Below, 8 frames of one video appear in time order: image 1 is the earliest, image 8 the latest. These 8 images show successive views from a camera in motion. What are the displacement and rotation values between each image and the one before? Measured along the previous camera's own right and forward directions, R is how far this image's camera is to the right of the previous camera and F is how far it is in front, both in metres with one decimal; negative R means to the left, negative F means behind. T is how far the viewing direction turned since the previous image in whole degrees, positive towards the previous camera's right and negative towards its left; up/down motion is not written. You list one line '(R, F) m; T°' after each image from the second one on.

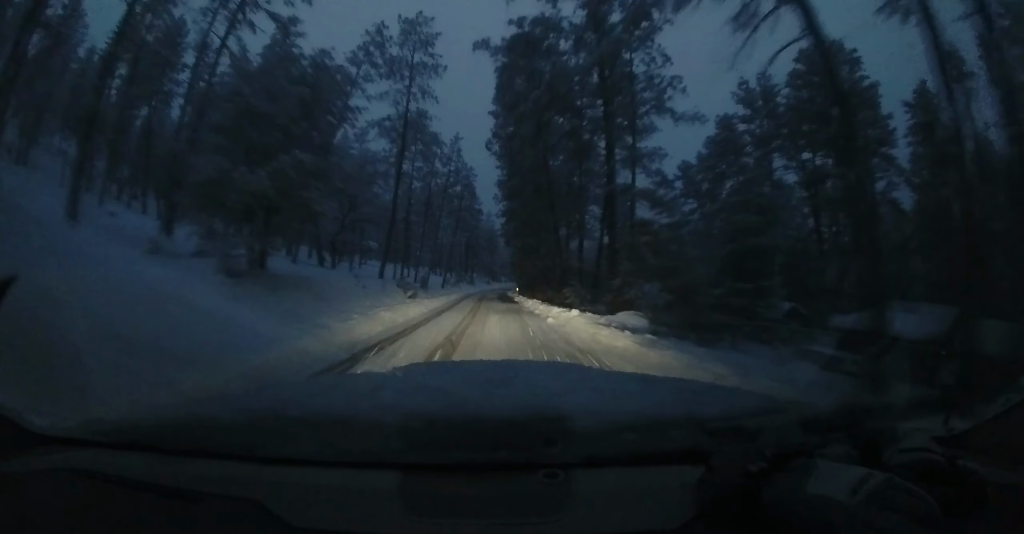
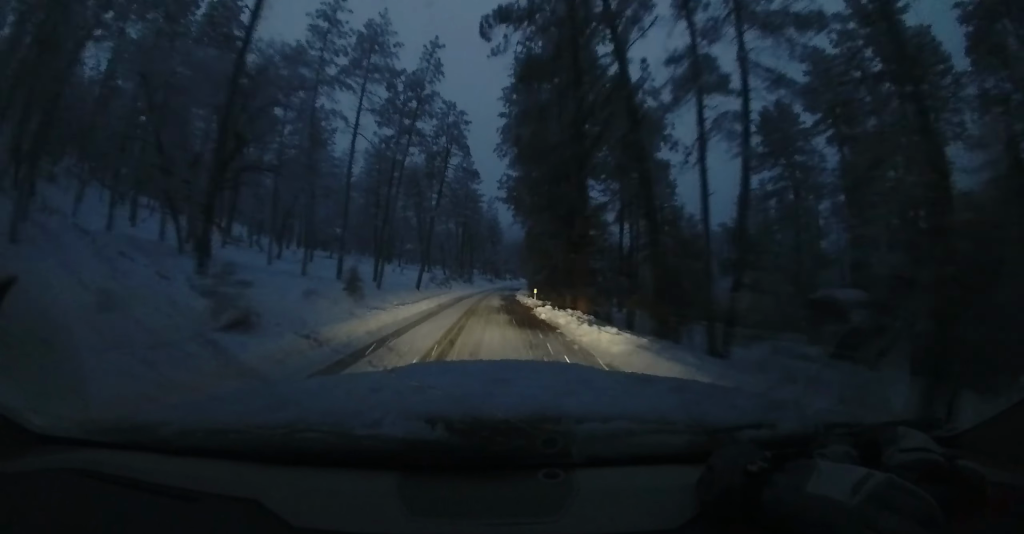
(+0.9, +17.7) m; +2°
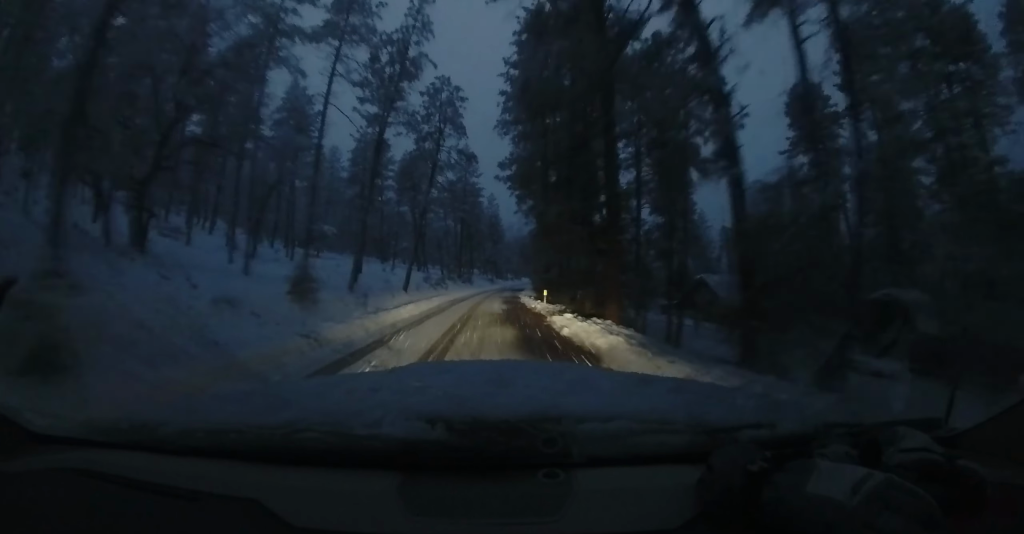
(-0.1, +5.2) m; -1°
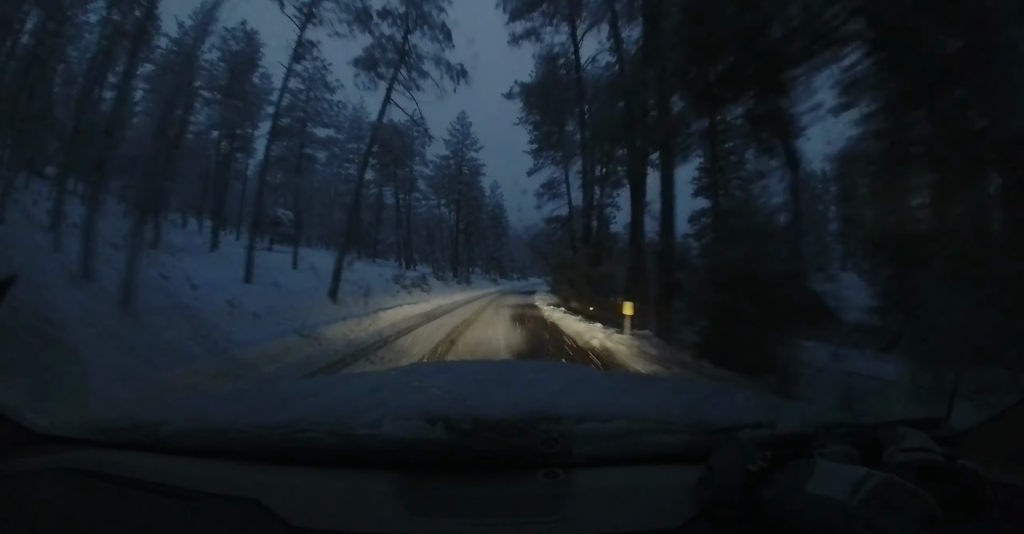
(0.0, +12.7) m; -2°
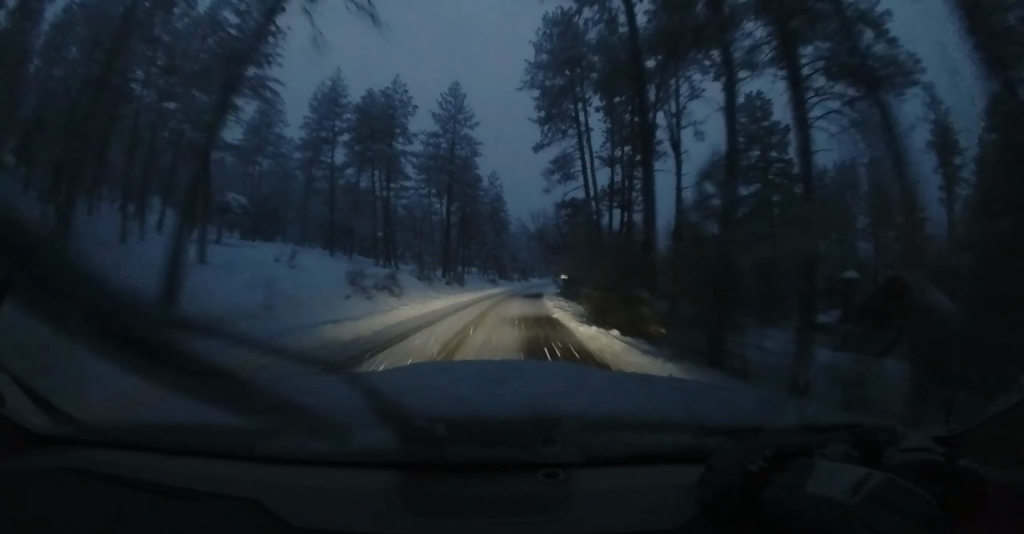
(-0.2, +8.4) m; +1°
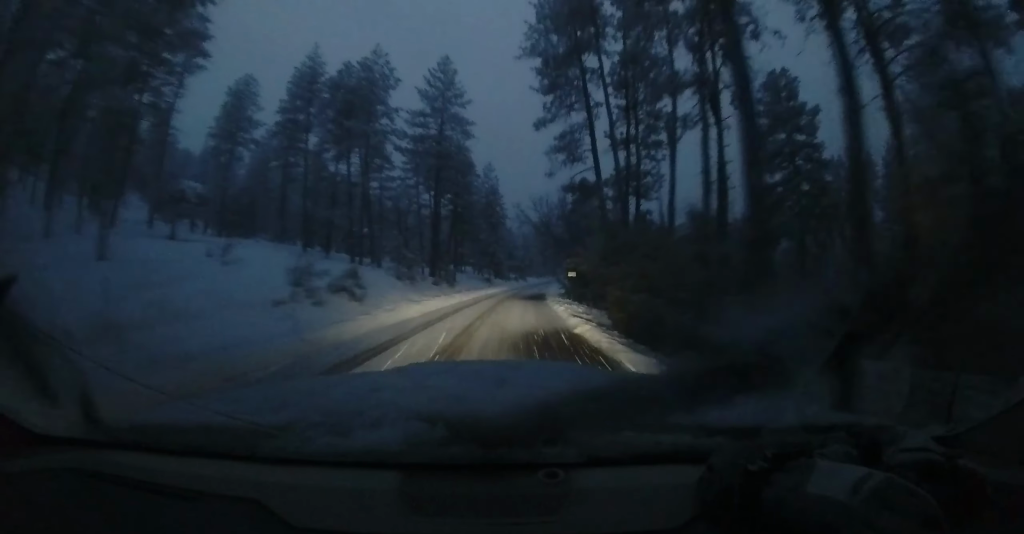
(0.0, +4.9) m; +1°
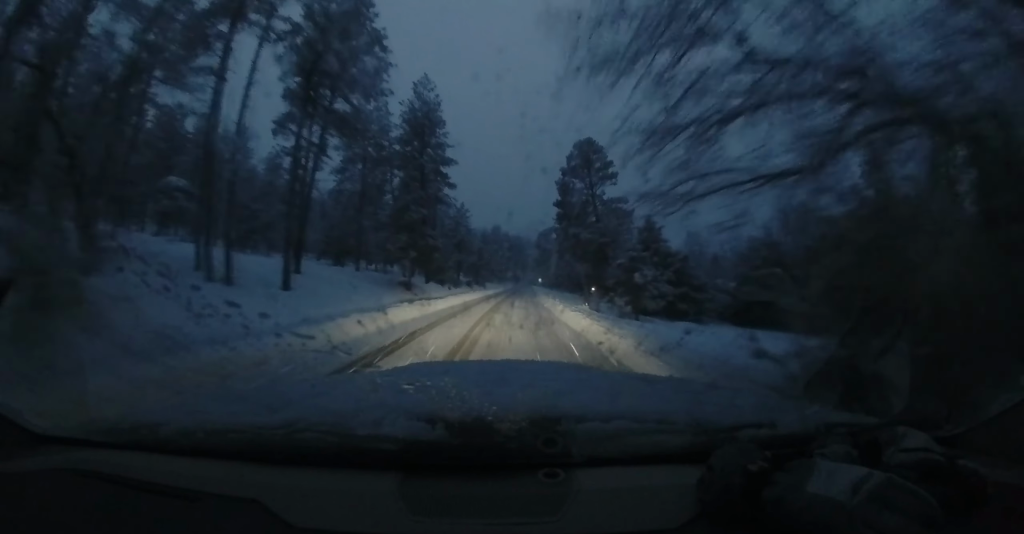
(+3.1, +33.4) m; +10°
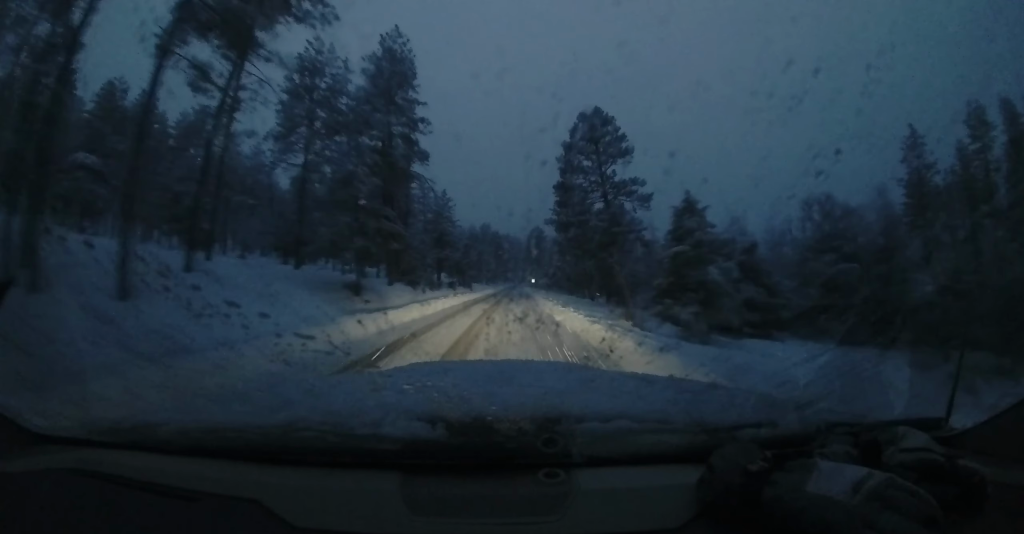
(0.0, +9.3) m; -1°
